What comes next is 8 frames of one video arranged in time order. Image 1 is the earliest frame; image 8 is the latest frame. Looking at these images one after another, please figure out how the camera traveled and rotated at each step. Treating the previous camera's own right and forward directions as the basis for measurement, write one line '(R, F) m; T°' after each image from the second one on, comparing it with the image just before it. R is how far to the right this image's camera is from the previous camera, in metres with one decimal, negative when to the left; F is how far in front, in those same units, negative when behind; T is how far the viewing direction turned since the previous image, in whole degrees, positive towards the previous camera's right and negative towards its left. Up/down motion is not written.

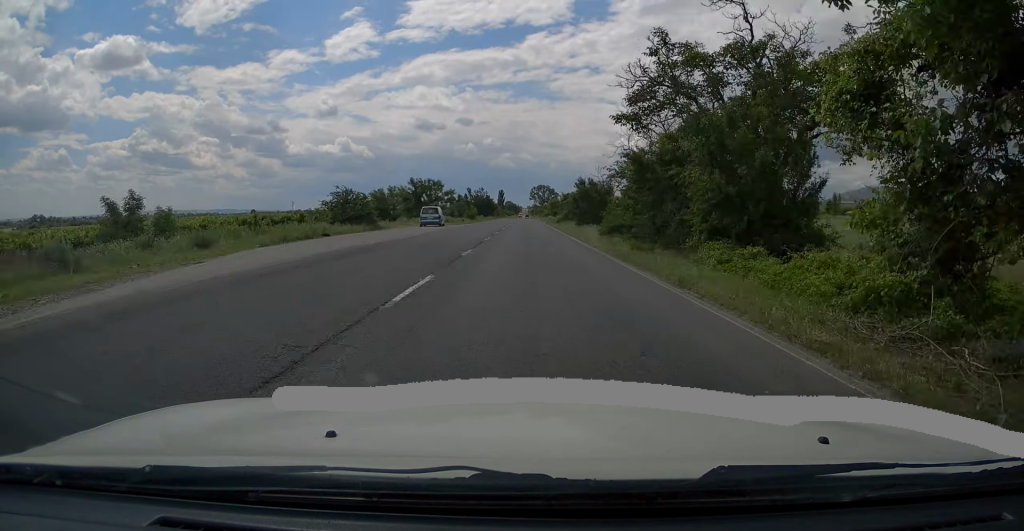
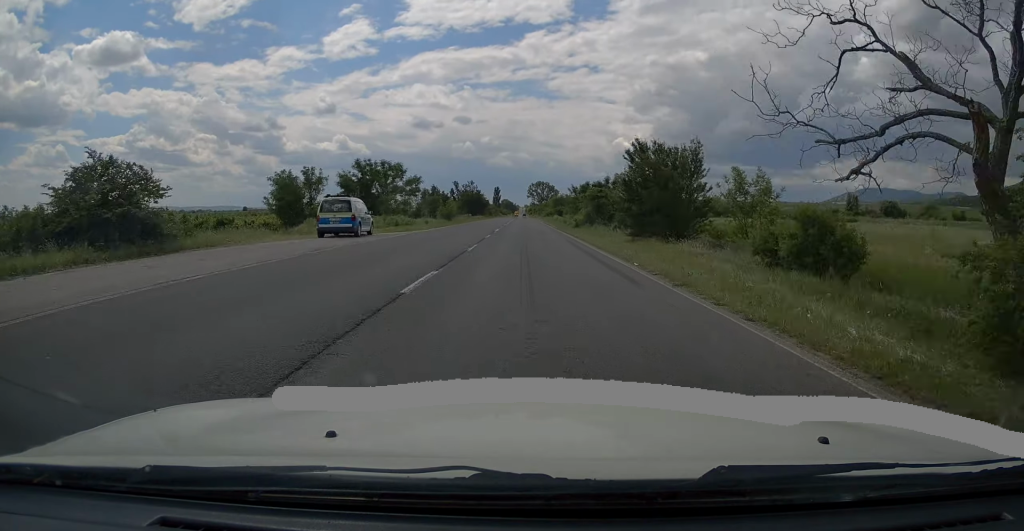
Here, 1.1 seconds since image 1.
(-0.2, +25.8) m; 0°
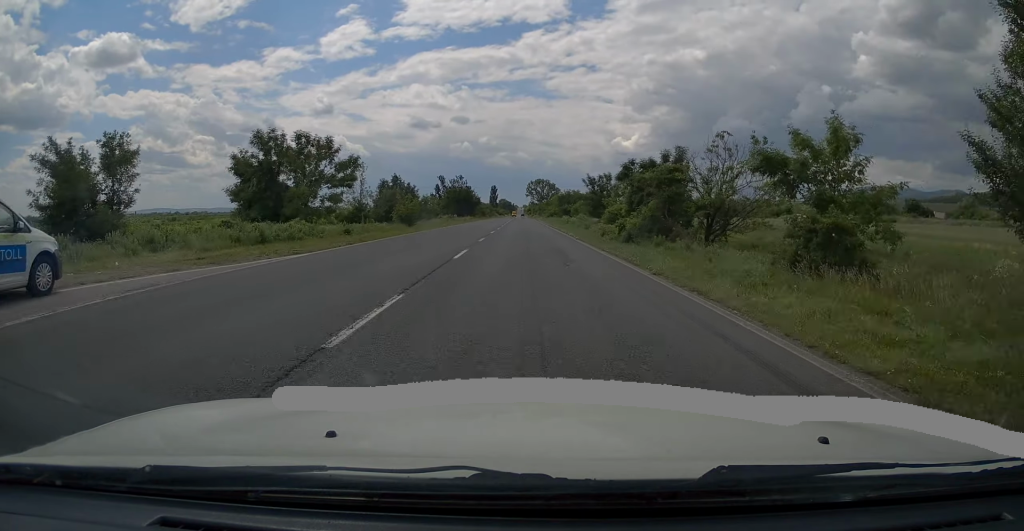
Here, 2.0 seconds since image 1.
(+0.3, +21.1) m; 0°
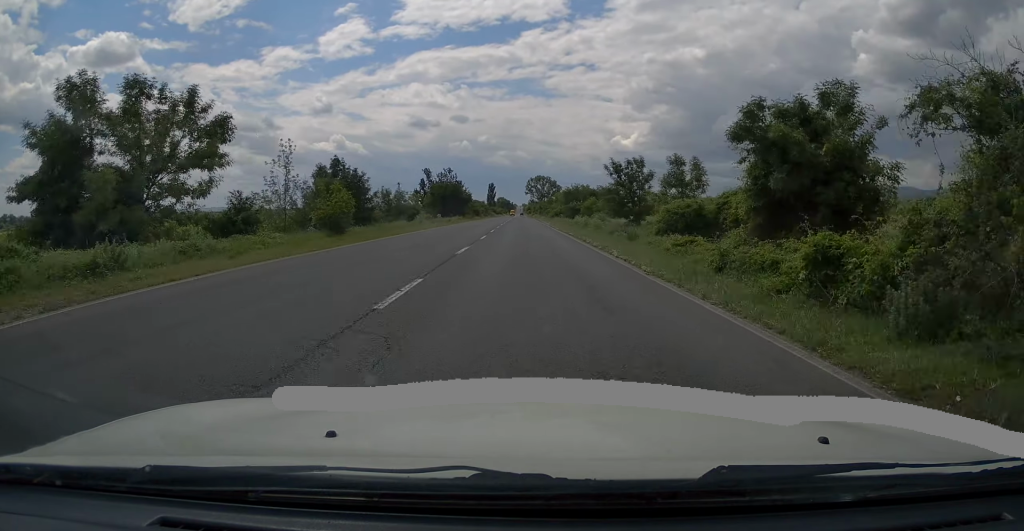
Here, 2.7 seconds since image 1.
(+0.1, +16.4) m; 0°
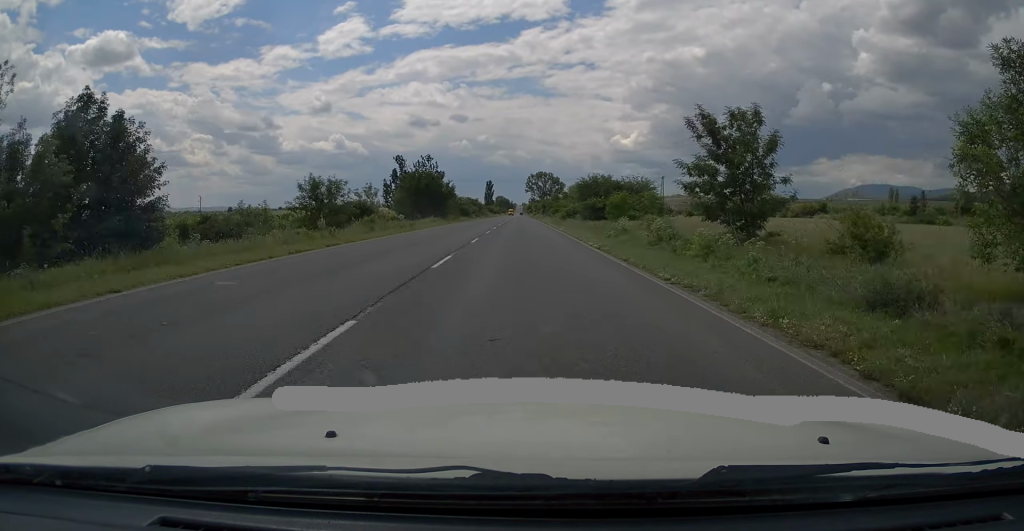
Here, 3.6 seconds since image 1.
(-0.2, +21.9) m; 0°
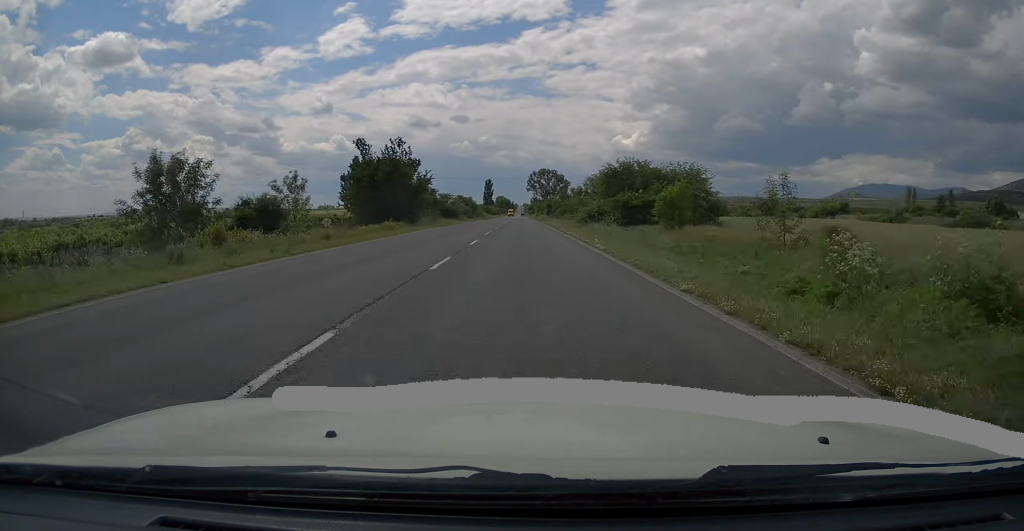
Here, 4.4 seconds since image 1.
(+0.3, +18.7) m; 0°
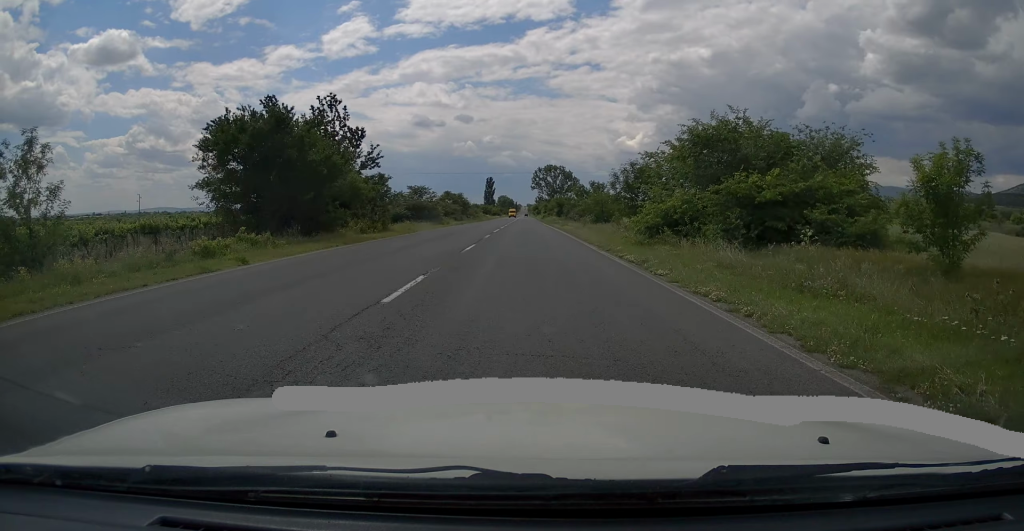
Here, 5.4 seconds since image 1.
(-0.4, +21.9) m; -1°
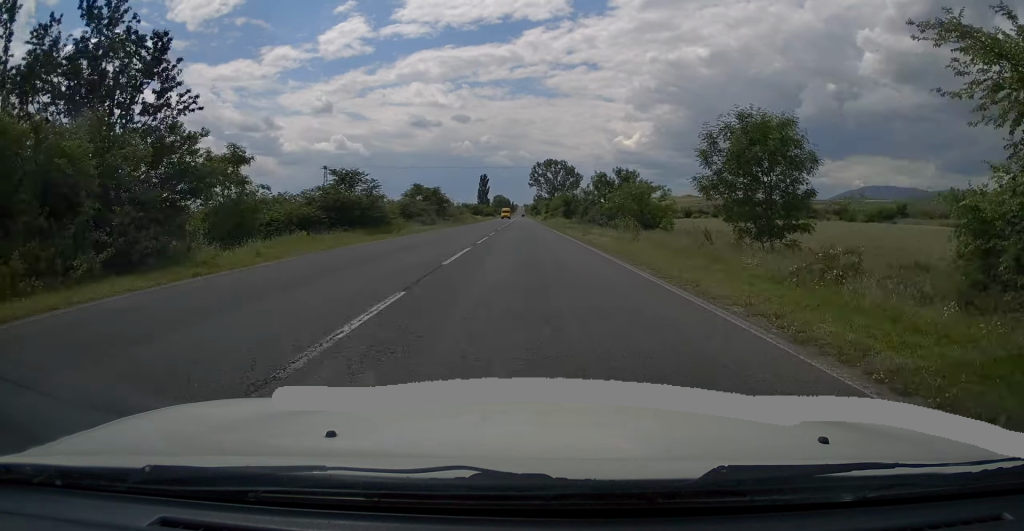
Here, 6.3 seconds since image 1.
(-0.1, +21.2) m; 0°
